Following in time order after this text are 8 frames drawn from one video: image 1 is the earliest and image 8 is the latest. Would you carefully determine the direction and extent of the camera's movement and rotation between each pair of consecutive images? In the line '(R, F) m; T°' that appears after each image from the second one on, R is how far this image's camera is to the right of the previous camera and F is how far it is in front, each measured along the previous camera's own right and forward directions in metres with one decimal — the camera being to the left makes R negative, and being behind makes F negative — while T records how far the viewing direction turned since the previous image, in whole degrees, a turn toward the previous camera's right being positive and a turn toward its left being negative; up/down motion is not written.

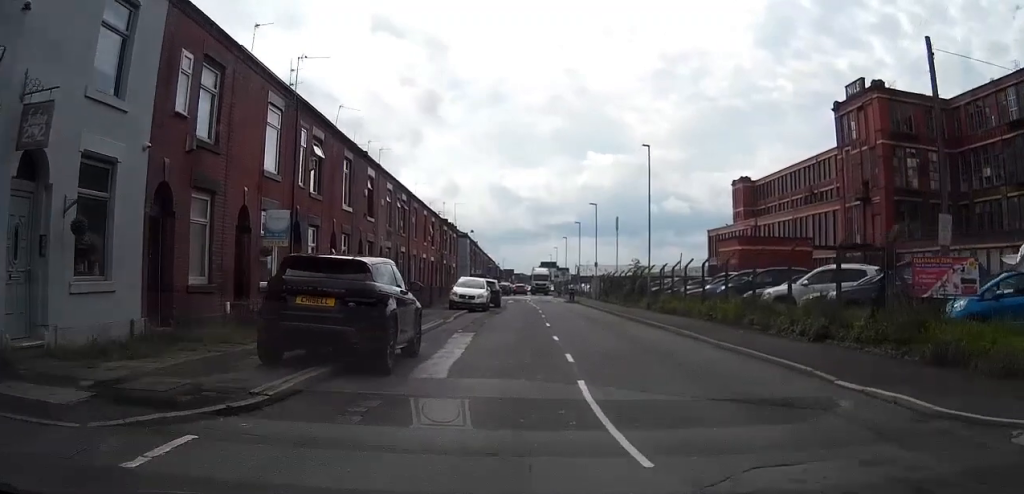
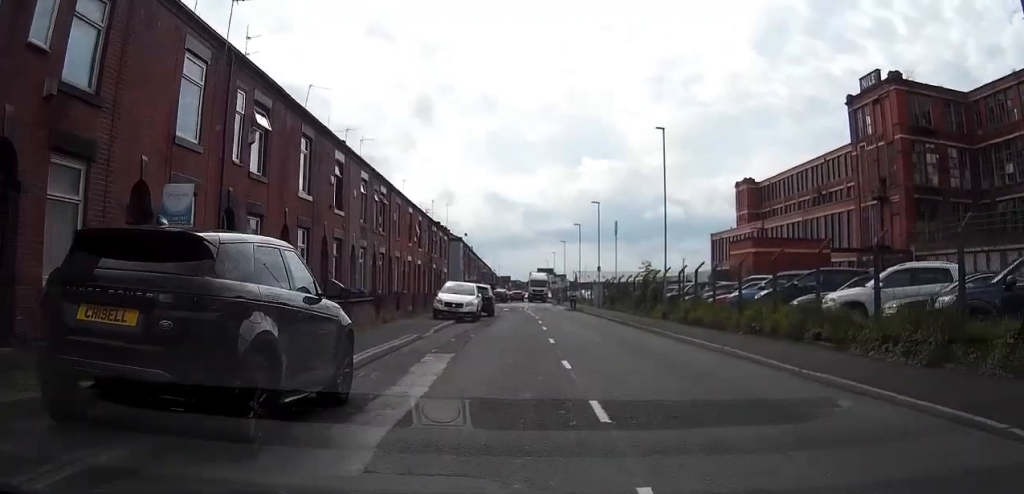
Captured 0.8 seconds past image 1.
(0.0, +5.6) m; 0°
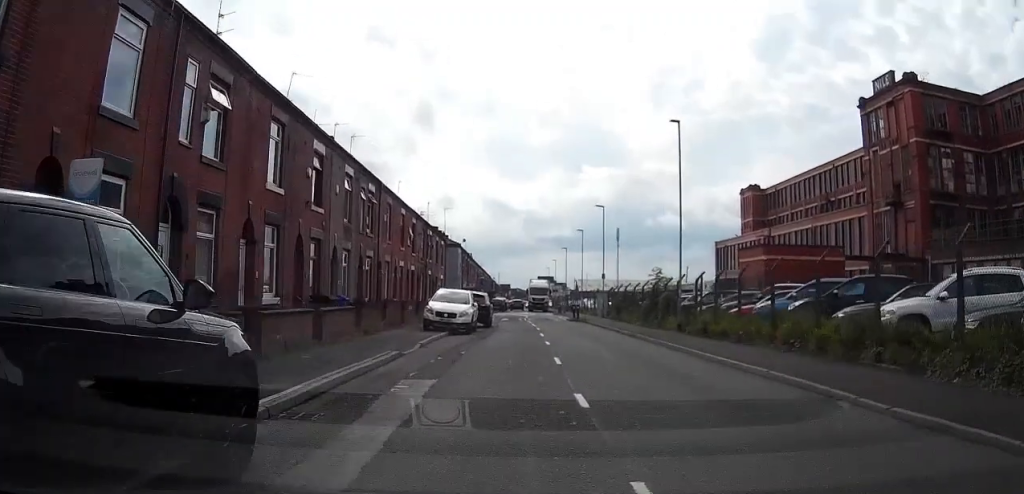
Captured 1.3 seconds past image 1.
(0.0, +3.6) m; 0°
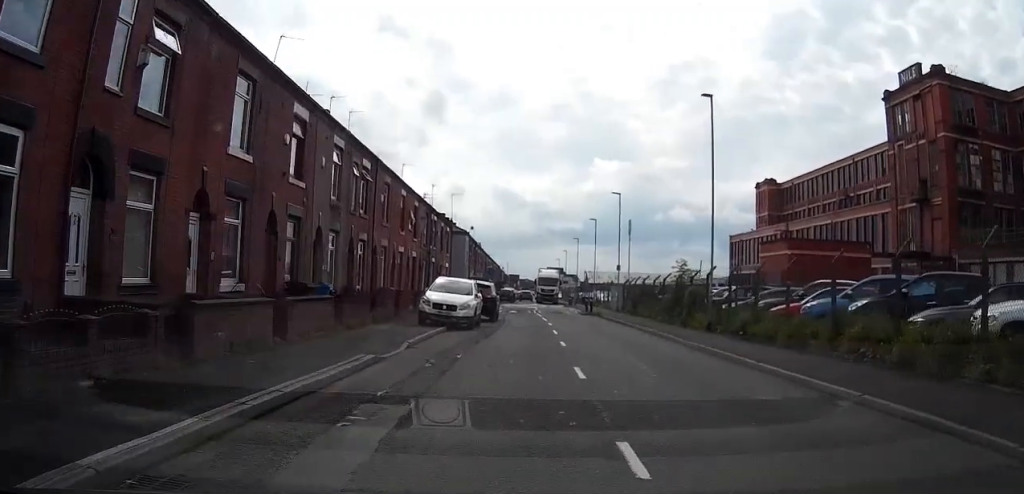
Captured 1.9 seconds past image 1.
(0.0, +4.4) m; 0°
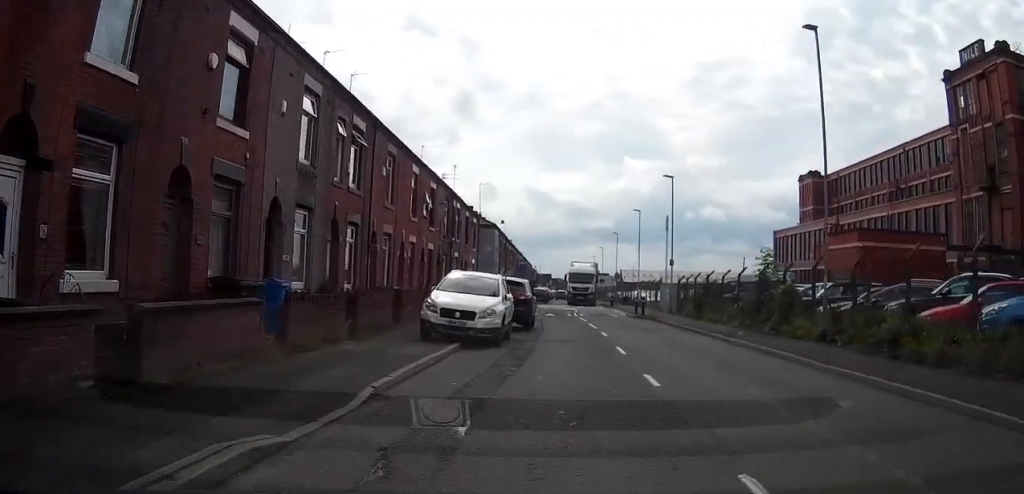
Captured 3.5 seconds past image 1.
(0.0, +10.3) m; 0°
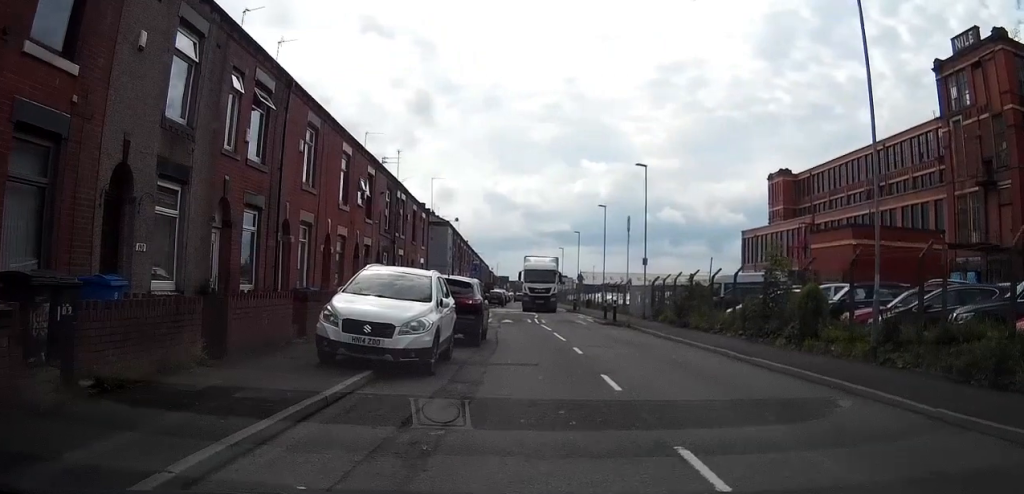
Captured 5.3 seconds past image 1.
(+0.1, +7.8) m; +3°
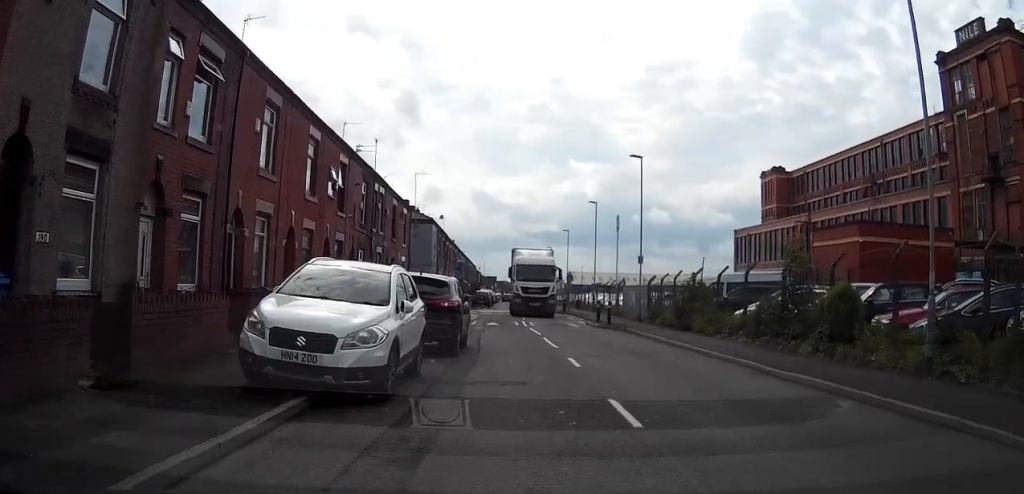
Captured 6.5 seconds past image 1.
(+0.1, +4.1) m; +1°
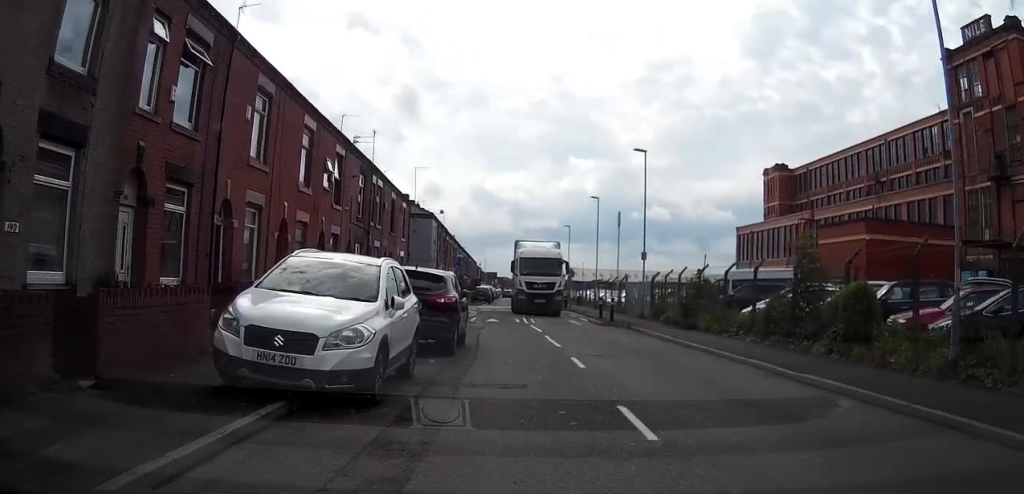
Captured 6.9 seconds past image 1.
(0.0, +1.1) m; 0°
